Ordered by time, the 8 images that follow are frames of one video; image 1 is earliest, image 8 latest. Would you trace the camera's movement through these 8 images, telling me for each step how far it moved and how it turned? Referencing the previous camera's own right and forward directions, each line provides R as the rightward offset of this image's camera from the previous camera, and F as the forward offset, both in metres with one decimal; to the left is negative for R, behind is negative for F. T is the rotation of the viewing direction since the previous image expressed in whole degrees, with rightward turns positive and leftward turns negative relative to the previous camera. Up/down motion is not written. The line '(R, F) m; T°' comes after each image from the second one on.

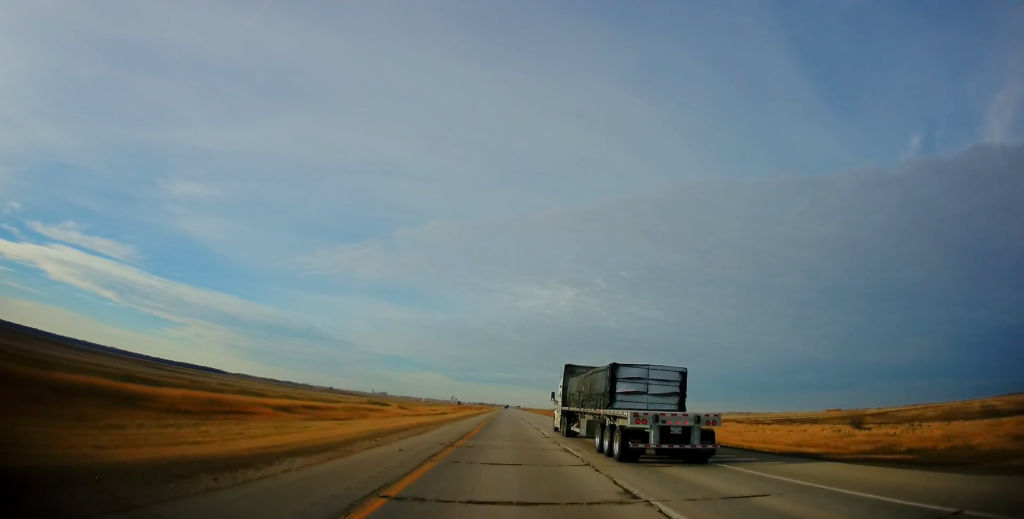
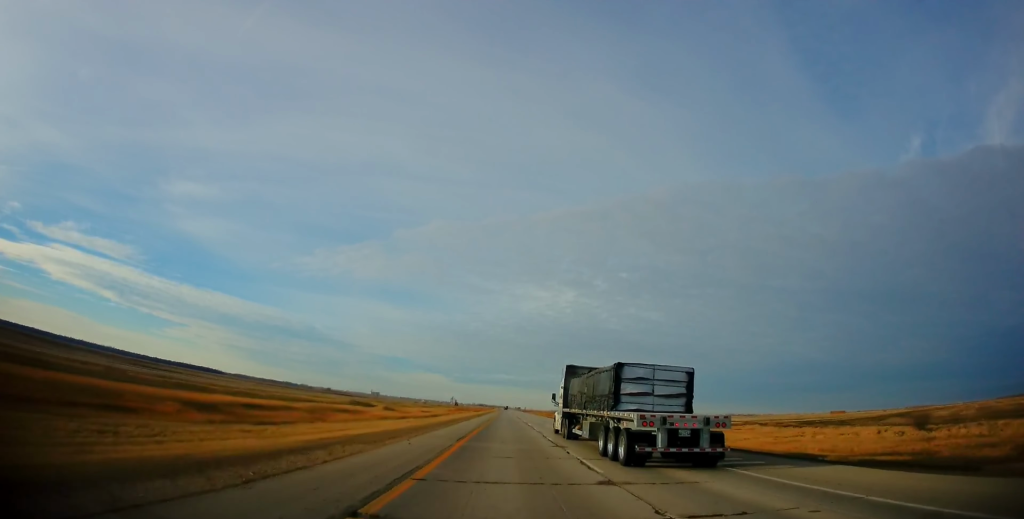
(-0.2, +15.7) m; 0°
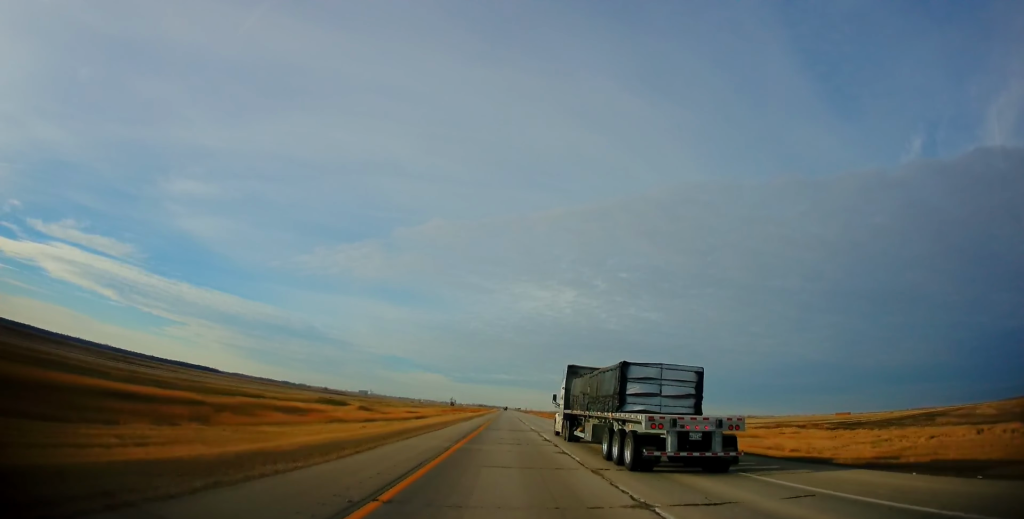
(+0.1, +20.6) m; 0°
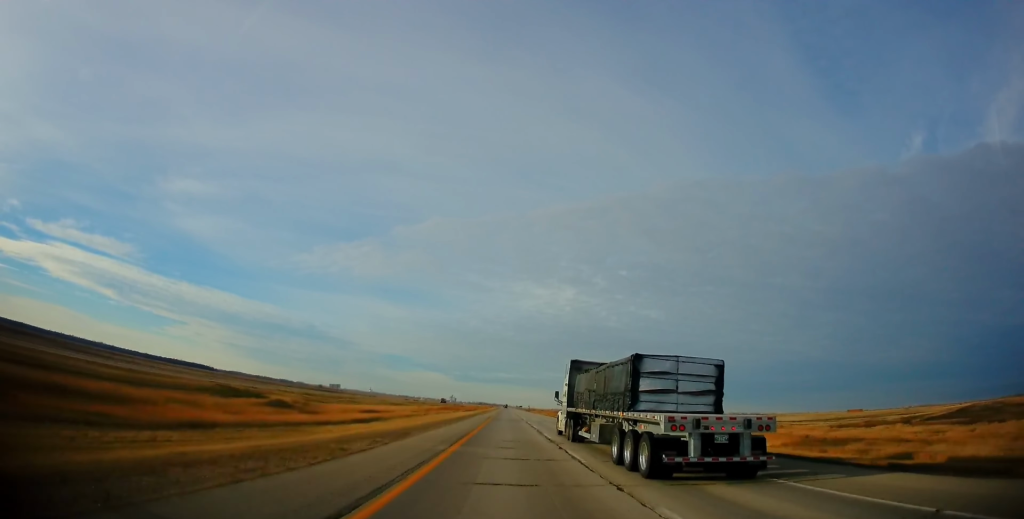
(+0.1, +39.5) m; 0°
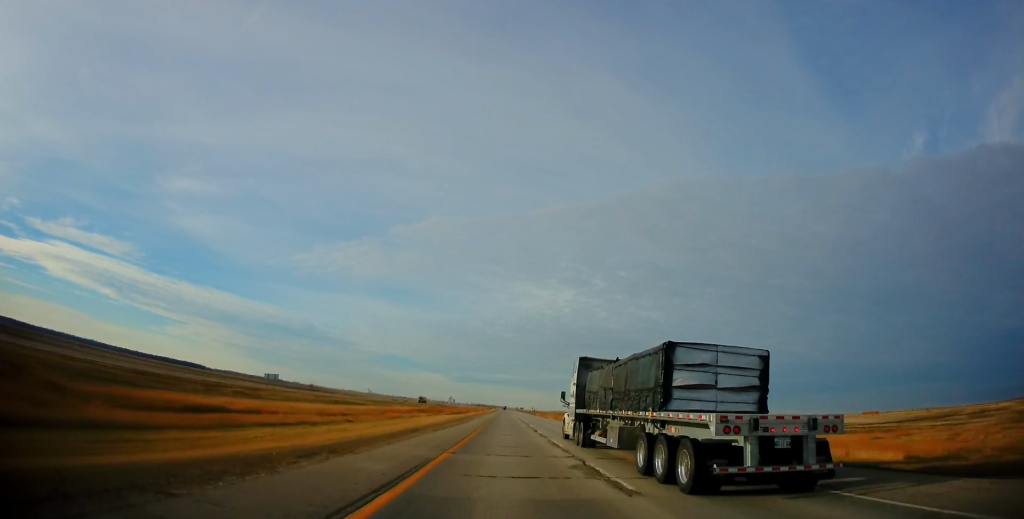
(0.0, +53.6) m; 0°
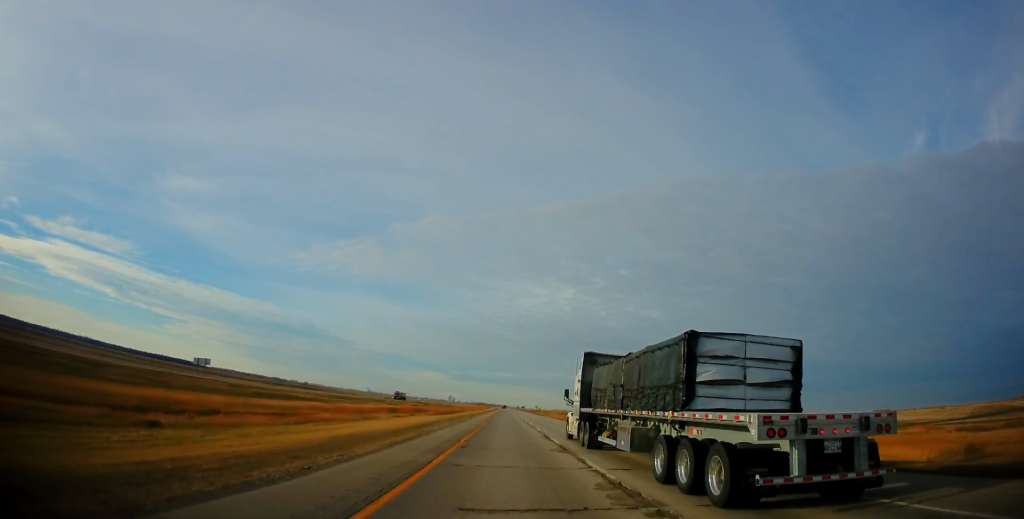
(+0.2, +34.9) m; 0°
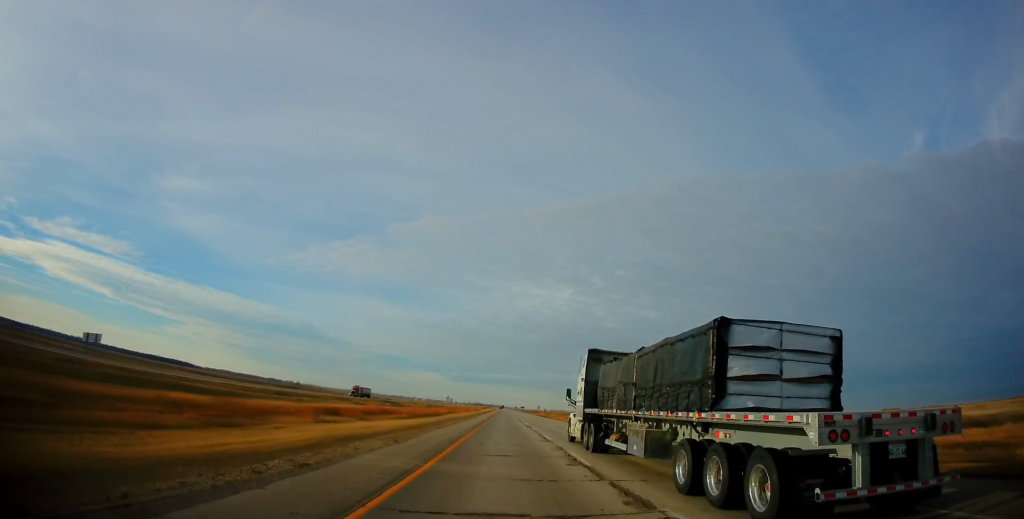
(-0.2, +33.3) m; -1°
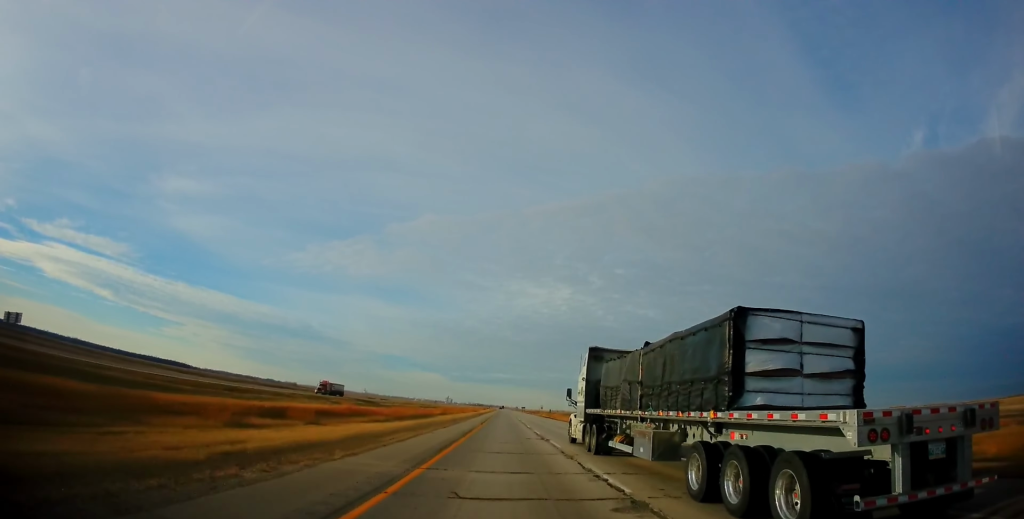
(-0.1, +16.8) m; 0°
